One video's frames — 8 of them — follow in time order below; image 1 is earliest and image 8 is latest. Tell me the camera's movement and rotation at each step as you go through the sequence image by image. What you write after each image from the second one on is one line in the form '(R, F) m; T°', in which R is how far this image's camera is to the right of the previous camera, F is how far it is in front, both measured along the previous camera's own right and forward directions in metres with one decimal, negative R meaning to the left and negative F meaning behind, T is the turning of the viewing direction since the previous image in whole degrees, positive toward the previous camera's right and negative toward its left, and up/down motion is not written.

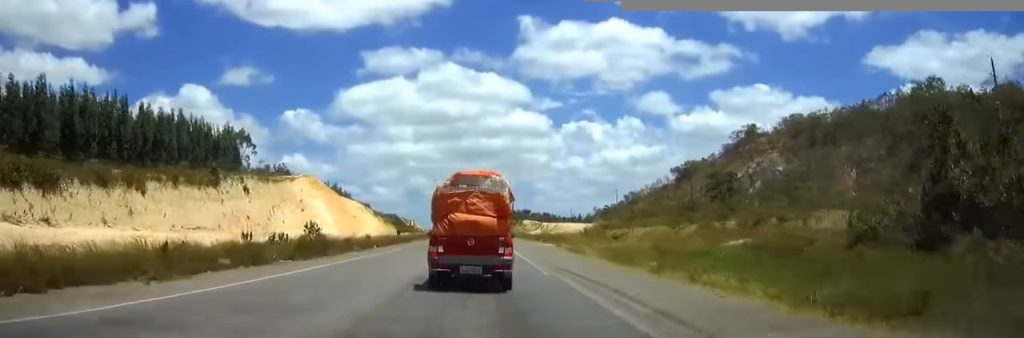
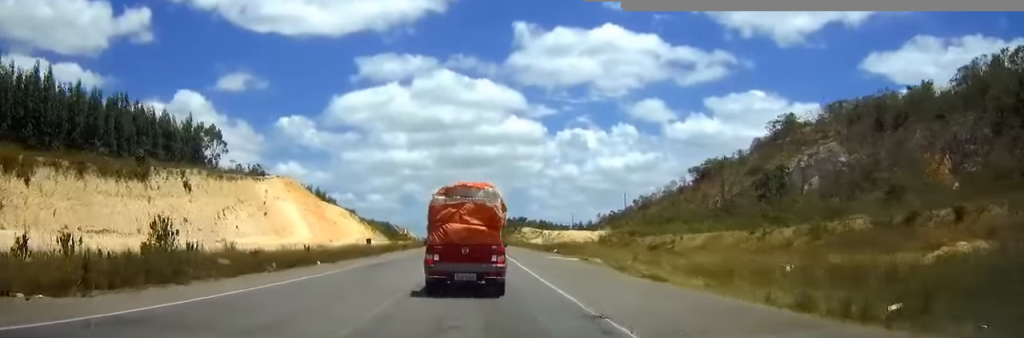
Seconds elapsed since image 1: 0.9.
(0.0, +16.4) m; 0°
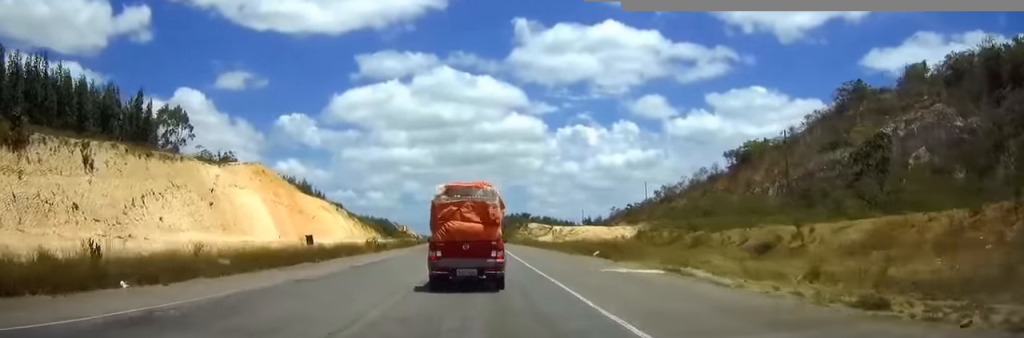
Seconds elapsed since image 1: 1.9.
(0.0, +19.4) m; 0°
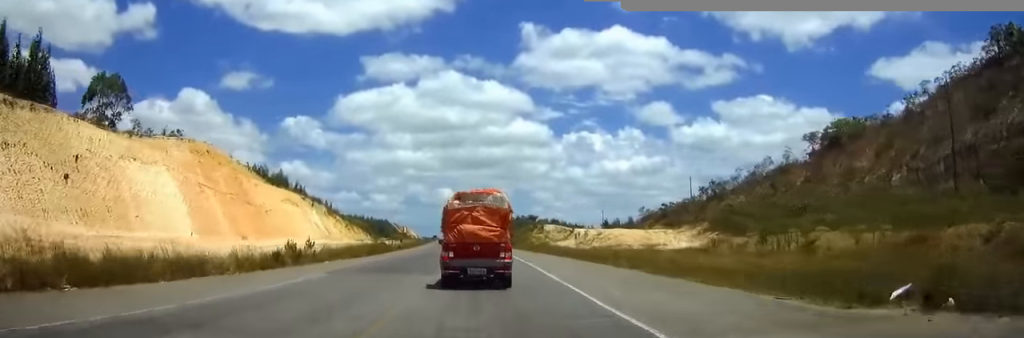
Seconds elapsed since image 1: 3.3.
(0.0, +28.5) m; 0°
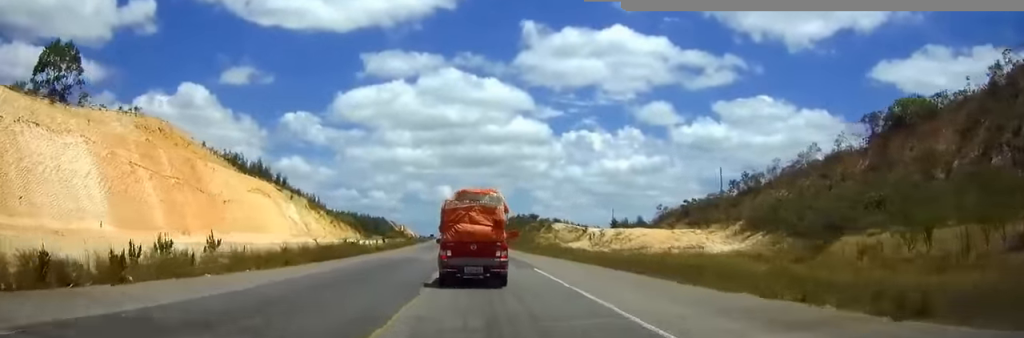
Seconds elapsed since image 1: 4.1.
(-0.1, +15.5) m; 0°
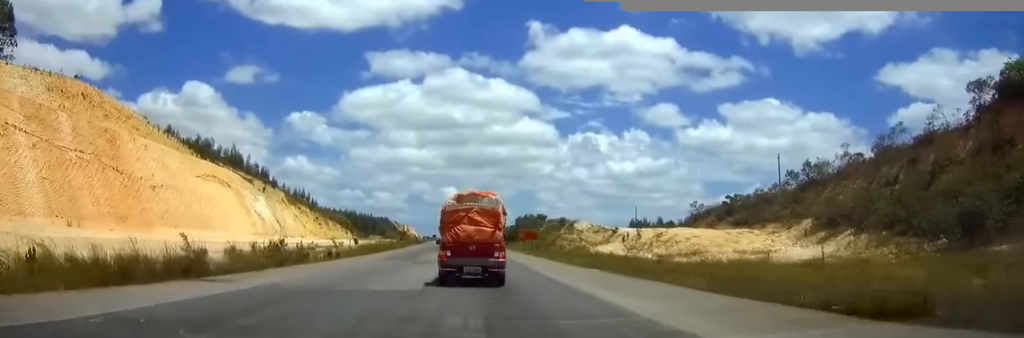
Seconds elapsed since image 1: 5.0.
(-0.1, +19.1) m; 0°
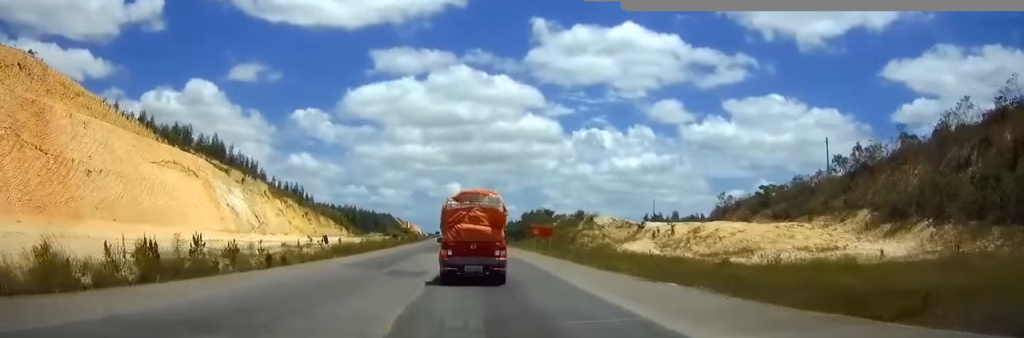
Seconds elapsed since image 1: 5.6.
(0.0, +11.7) m; 0°
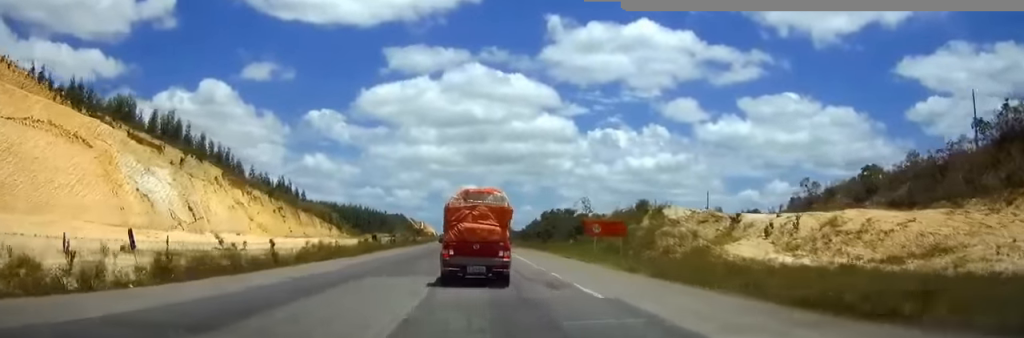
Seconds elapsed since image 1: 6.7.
(-0.1, +24.7) m; -1°
